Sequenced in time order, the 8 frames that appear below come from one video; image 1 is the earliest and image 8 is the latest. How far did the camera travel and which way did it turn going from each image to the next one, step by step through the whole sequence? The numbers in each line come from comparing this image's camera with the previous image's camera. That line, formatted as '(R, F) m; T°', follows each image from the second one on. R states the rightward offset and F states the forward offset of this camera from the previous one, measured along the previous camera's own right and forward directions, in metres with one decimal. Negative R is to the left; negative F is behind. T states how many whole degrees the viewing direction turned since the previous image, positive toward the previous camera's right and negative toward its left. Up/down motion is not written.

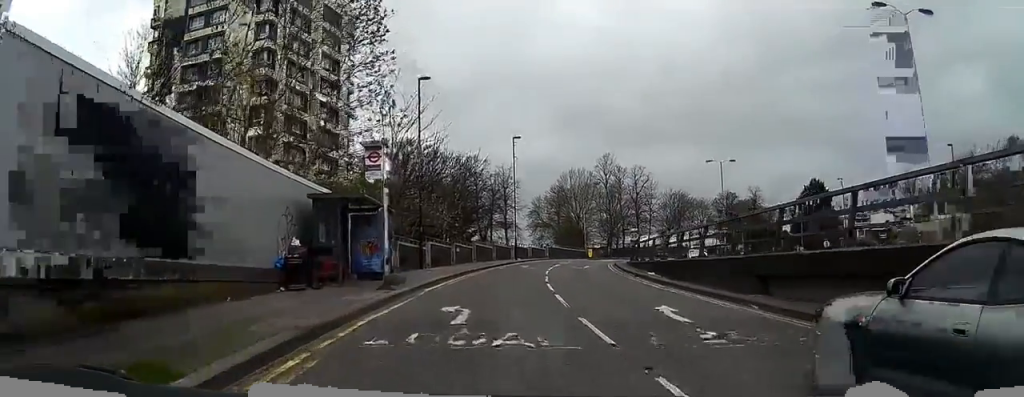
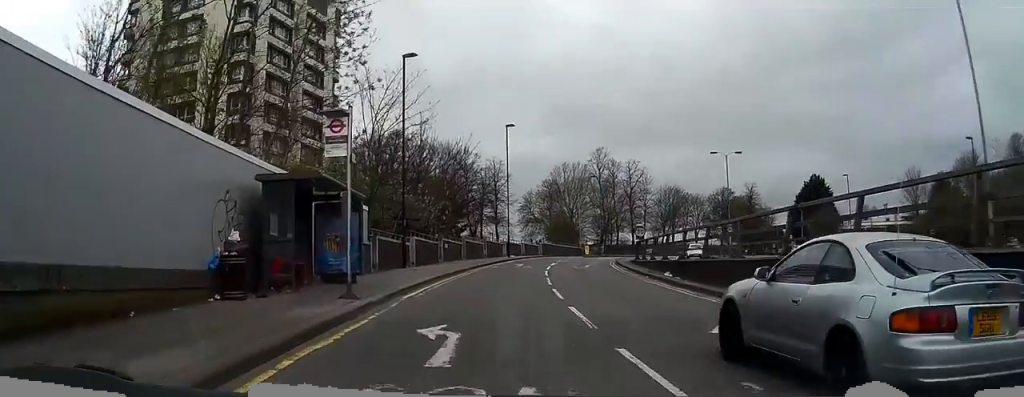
(0.0, +4.0) m; 0°
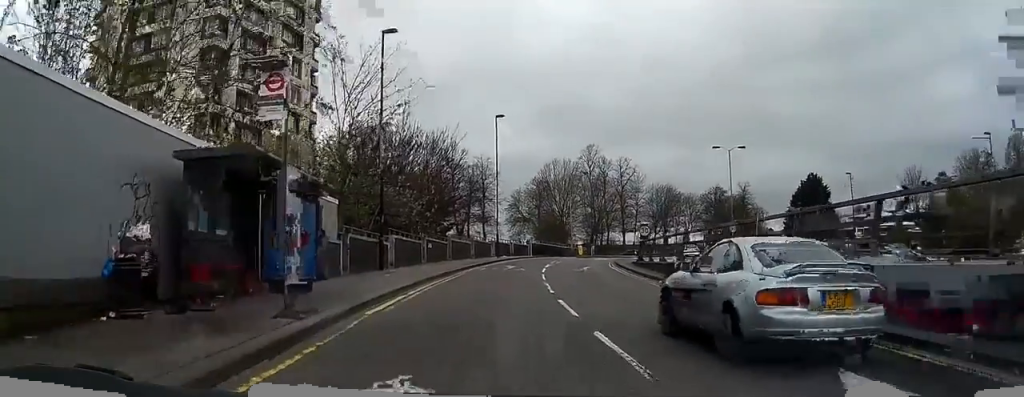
(-0.1, +4.3) m; +1°
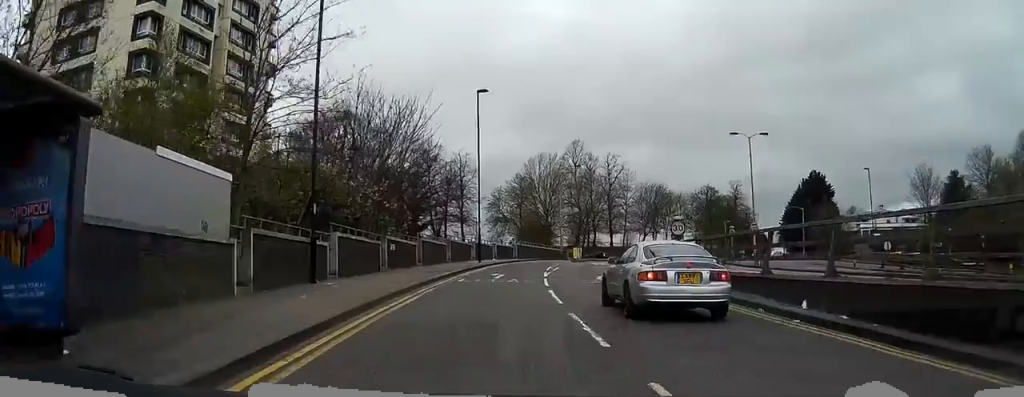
(+0.2, +9.4) m; +2°
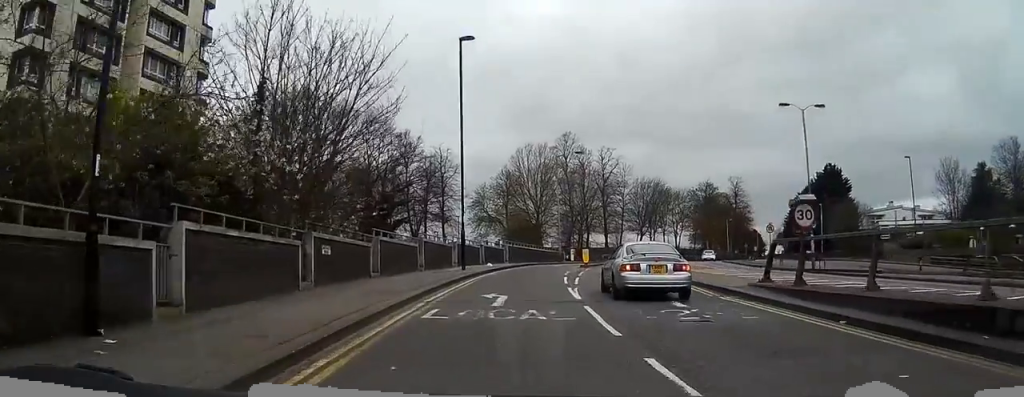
(+0.3, +12.1) m; +2°
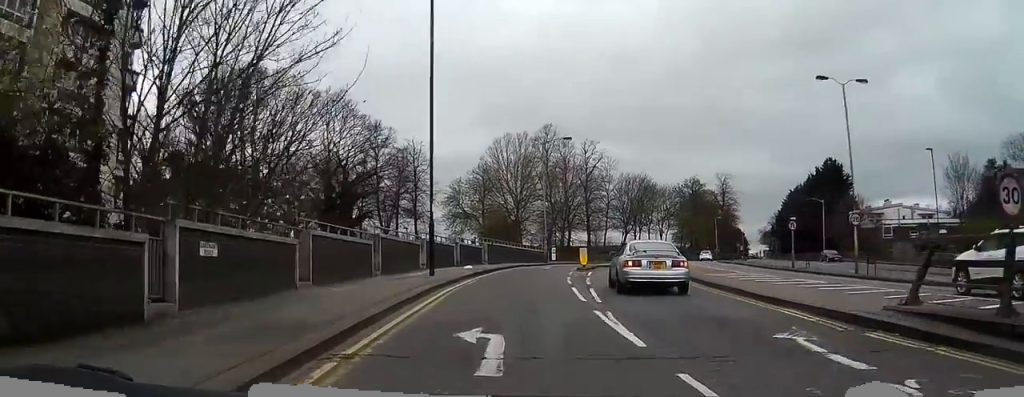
(0.0, +7.8) m; +2°
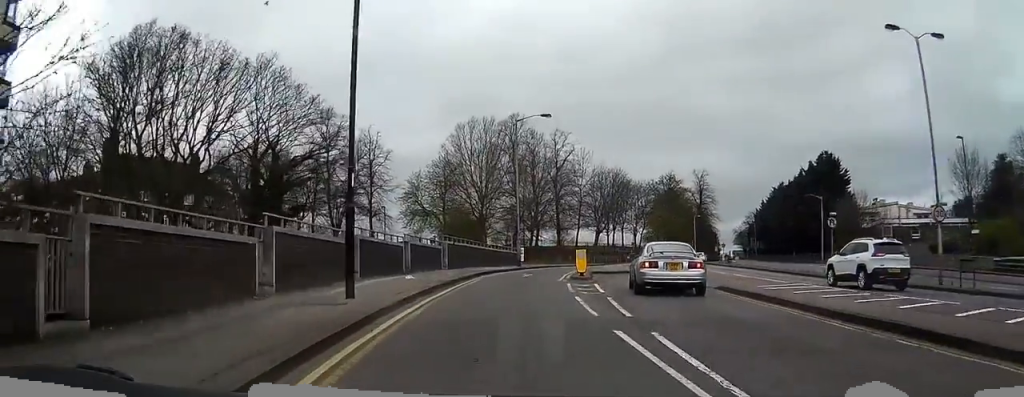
(+0.3, +9.9) m; +3°
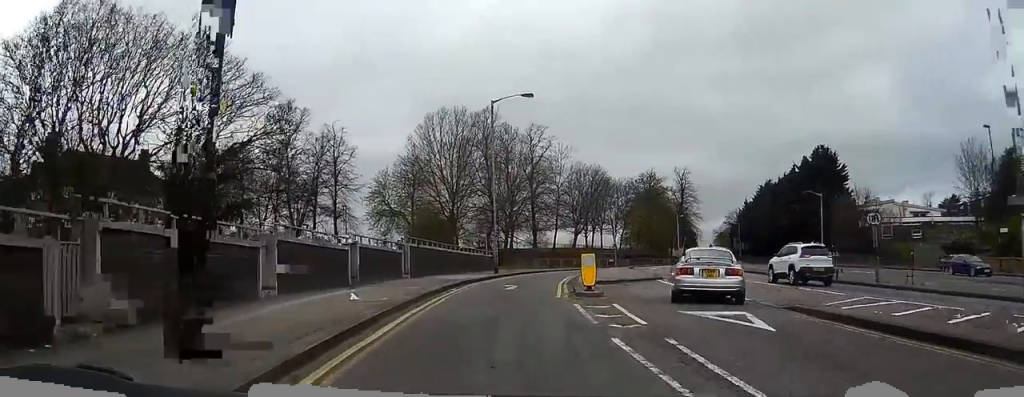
(+0.2, +7.0) m; +2°
